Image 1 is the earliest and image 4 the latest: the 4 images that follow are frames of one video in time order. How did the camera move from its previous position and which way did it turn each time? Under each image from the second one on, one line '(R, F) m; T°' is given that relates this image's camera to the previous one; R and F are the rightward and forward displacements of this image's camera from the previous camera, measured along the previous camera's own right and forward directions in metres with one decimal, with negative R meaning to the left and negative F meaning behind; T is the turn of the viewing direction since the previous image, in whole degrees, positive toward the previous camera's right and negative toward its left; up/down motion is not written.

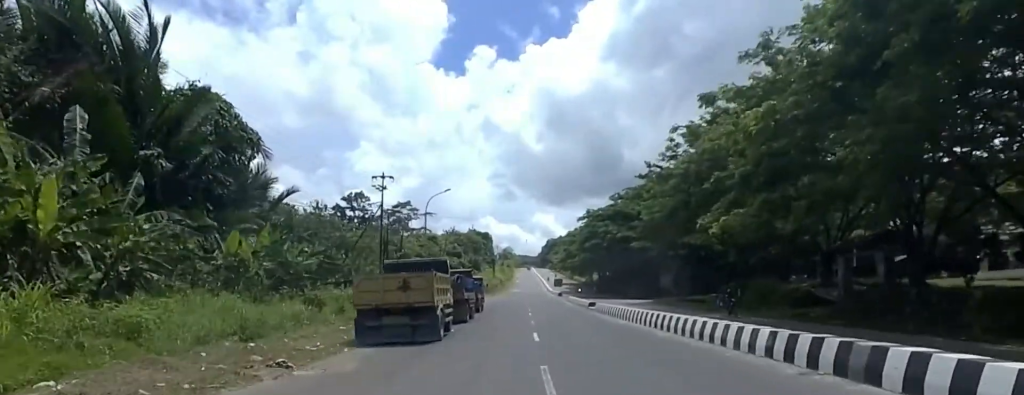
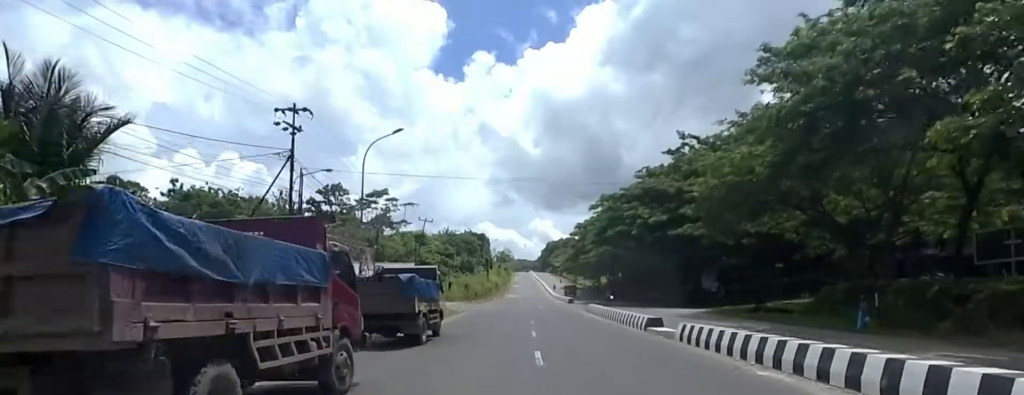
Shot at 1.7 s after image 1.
(-0.6, +19.9) m; -6°
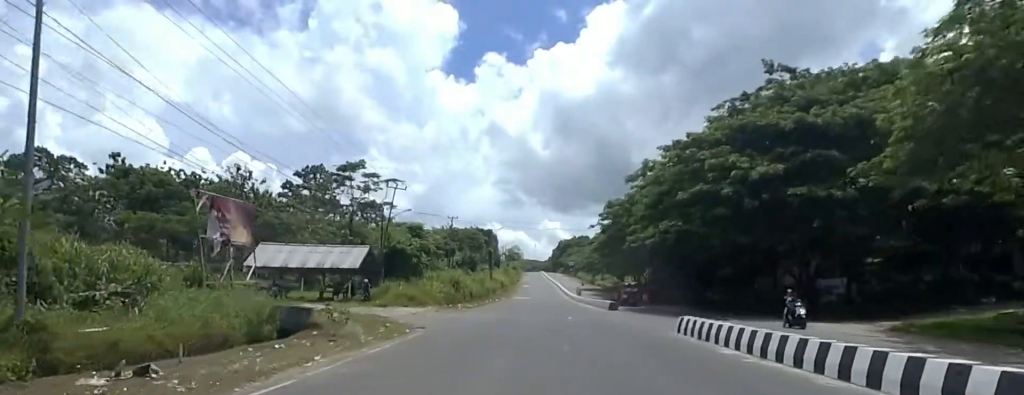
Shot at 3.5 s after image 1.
(0.0, +22.2) m; +2°
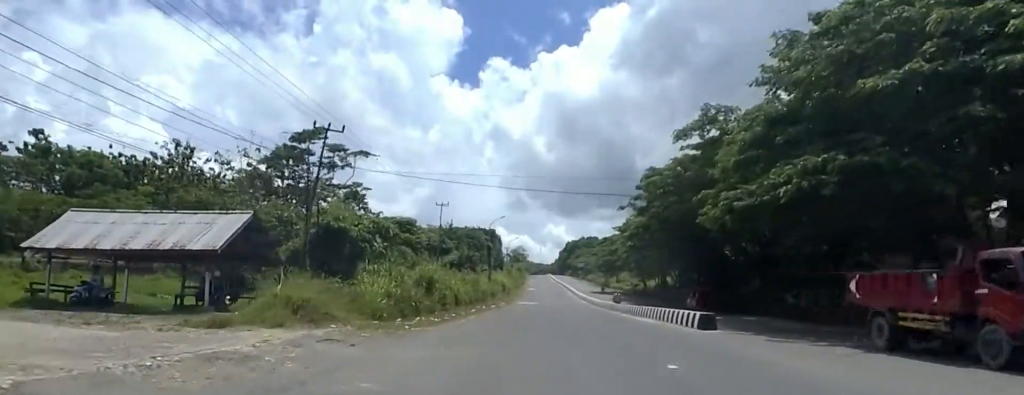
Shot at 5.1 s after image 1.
(+0.1, +19.7) m; 0°
